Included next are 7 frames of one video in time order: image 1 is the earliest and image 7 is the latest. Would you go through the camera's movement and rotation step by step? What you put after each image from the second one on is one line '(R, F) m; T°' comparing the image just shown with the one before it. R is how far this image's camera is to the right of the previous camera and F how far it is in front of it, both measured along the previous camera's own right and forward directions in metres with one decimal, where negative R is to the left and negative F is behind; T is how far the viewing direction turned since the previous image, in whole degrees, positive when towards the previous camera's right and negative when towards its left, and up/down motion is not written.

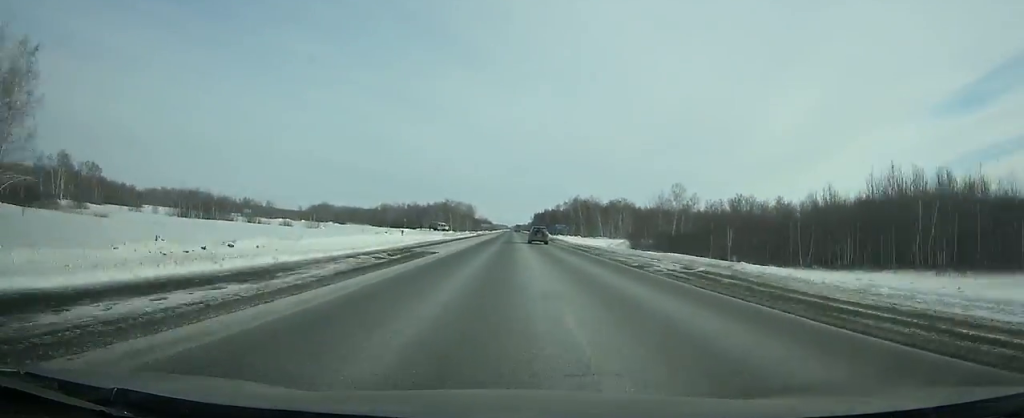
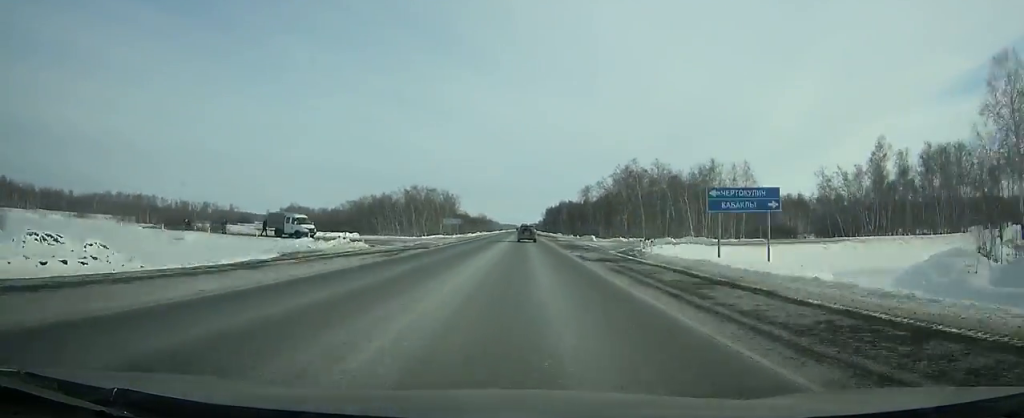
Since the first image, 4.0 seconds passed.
(+0.1, +107.3) m; 0°
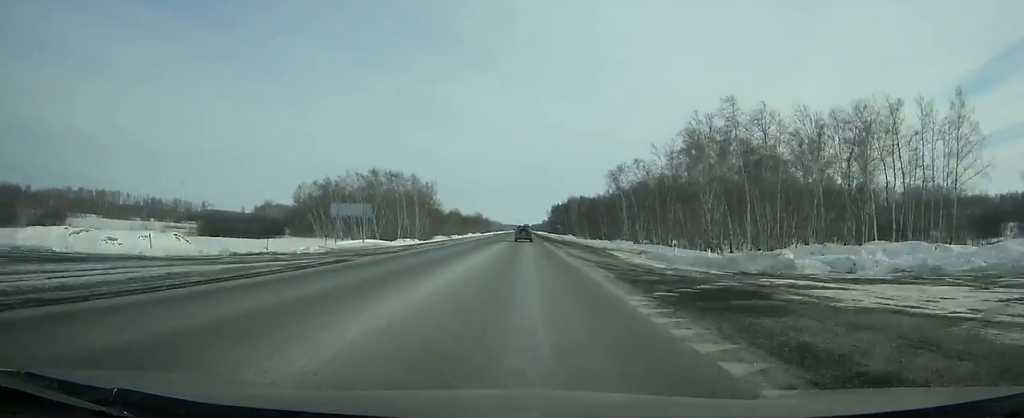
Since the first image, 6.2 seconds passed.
(-0.1, +57.1) m; 0°
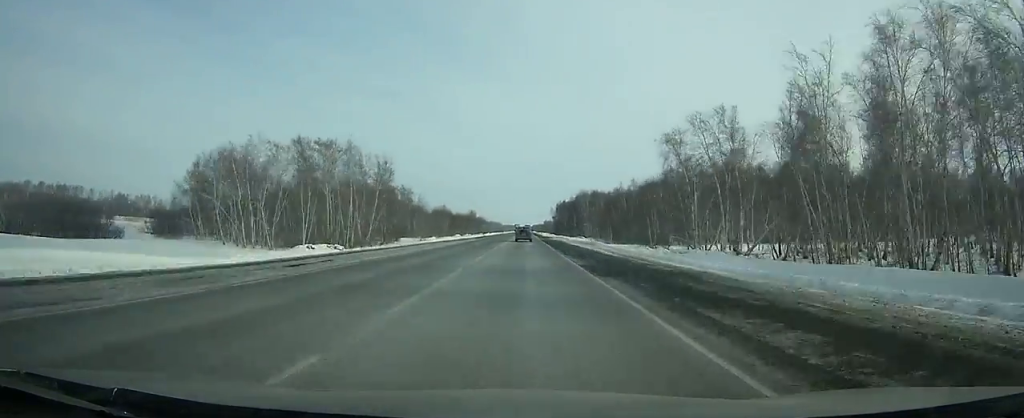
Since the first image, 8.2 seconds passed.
(-0.1, +51.2) m; 0°
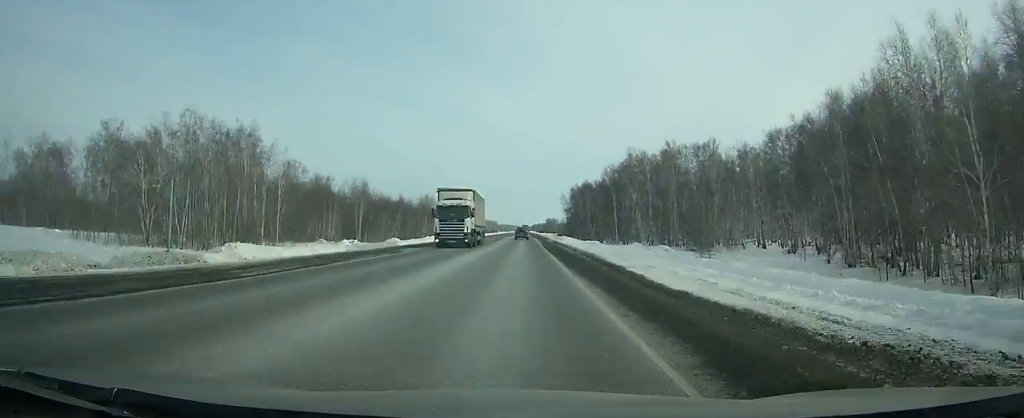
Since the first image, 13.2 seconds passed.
(-0.2, +125.7) m; 0°
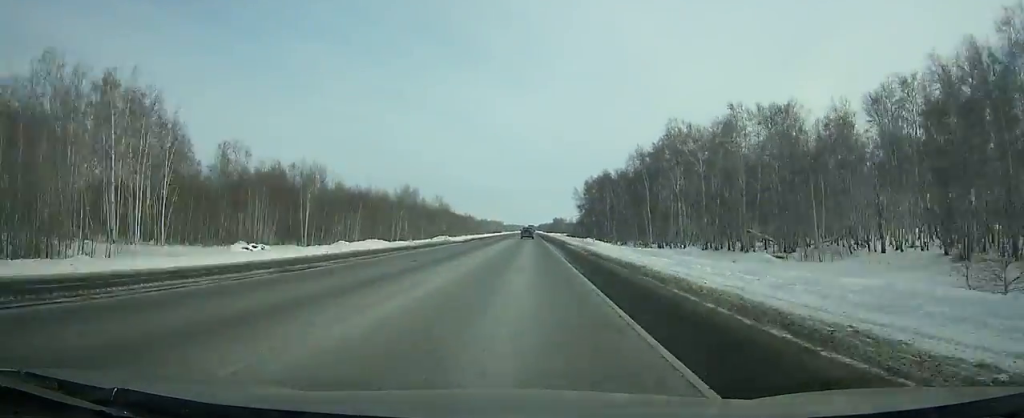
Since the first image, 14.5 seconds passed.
(-0.1, +32.7) m; 0°
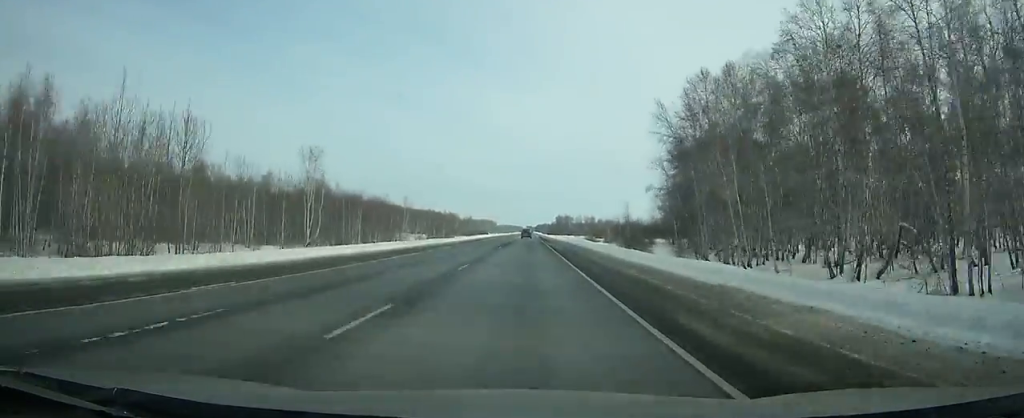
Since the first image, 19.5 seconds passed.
(0.0, +127.4) m; 0°
